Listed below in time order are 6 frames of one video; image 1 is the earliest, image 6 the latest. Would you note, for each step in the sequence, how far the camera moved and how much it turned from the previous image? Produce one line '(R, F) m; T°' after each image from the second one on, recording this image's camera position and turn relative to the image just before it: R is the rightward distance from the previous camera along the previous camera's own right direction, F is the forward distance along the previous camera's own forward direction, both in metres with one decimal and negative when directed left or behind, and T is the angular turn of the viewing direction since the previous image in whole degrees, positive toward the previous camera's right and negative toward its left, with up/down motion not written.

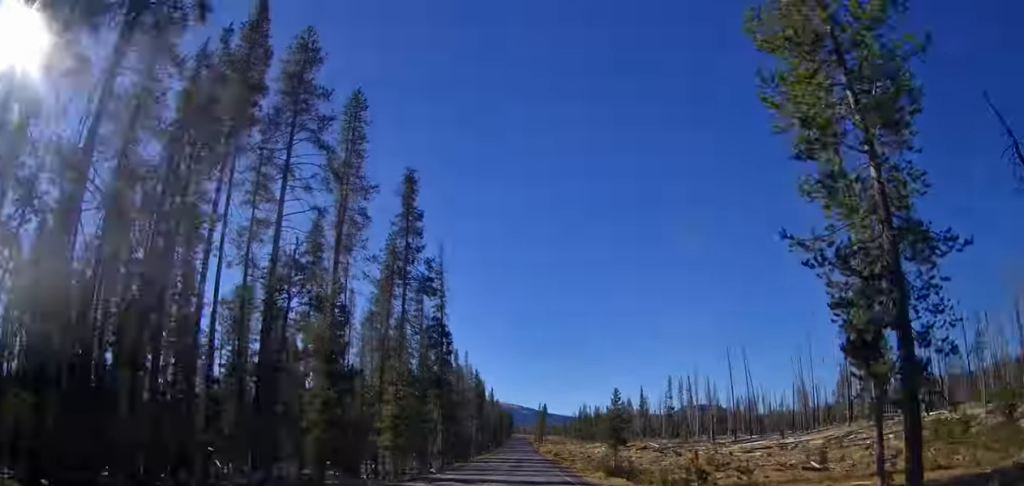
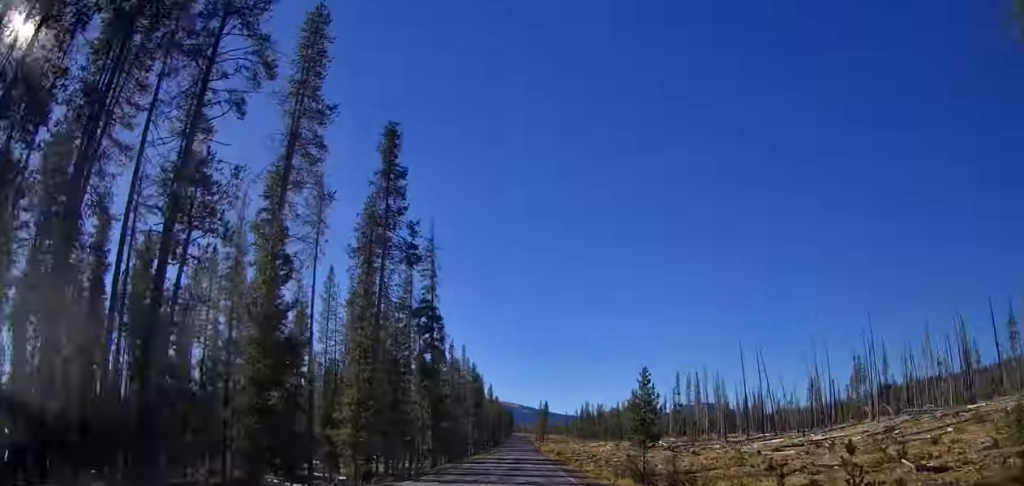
(-0.1, +8.6) m; +1°
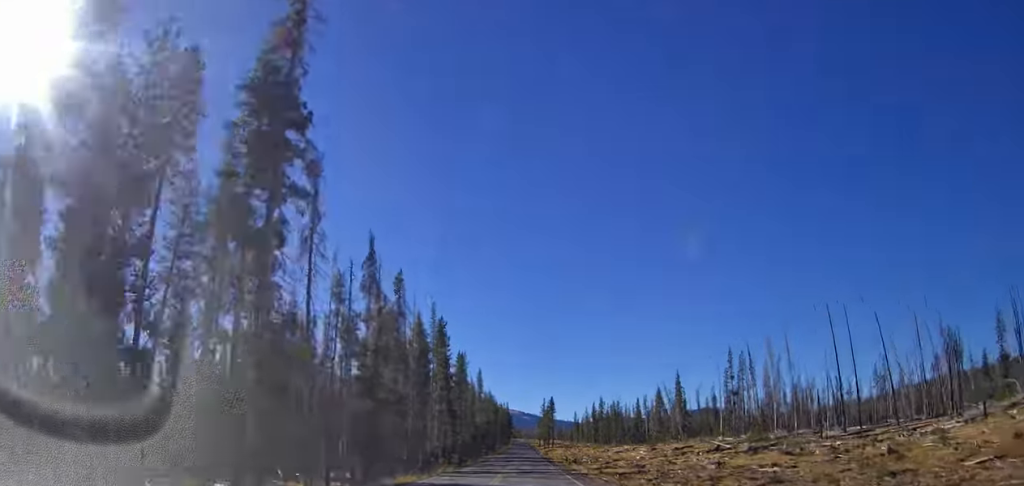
(+0.9, +45.1) m; +1°
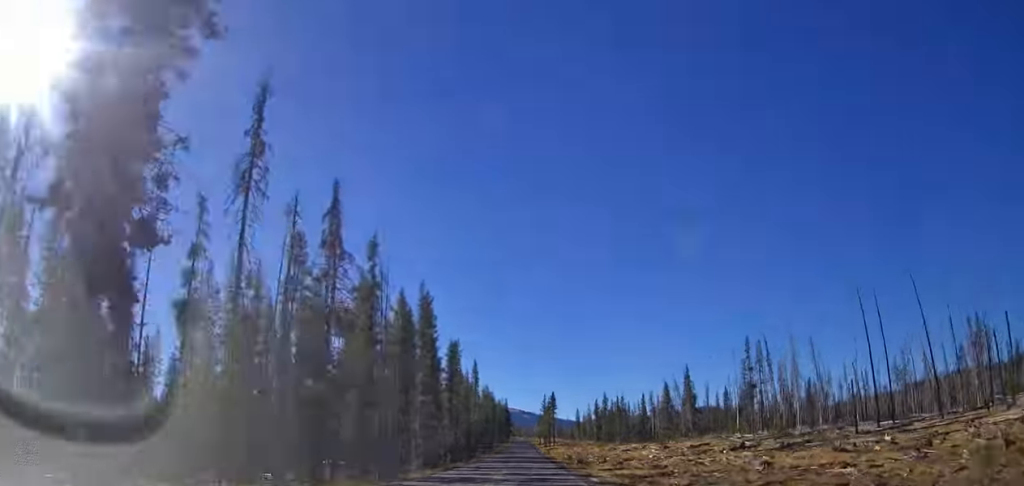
(-0.3, +10.7) m; -1°
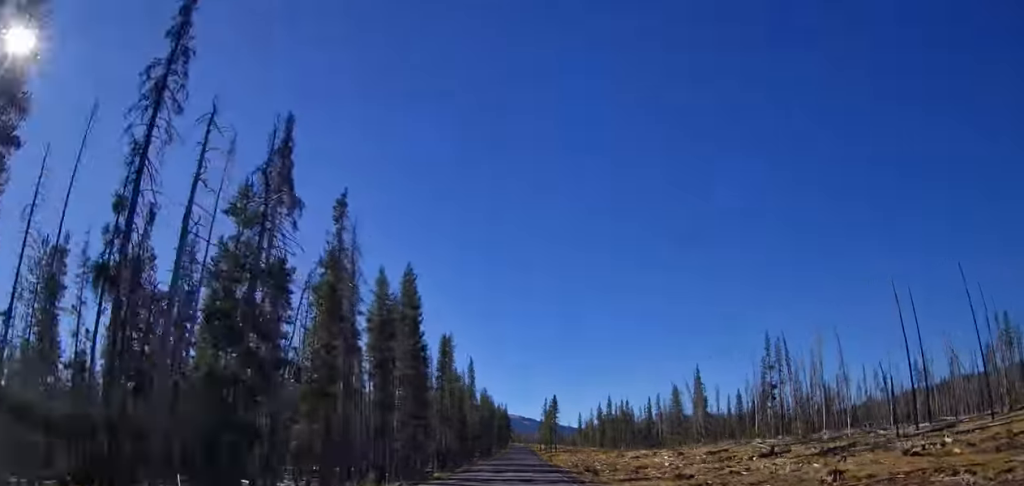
(+0.1, +10.0) m; 0°
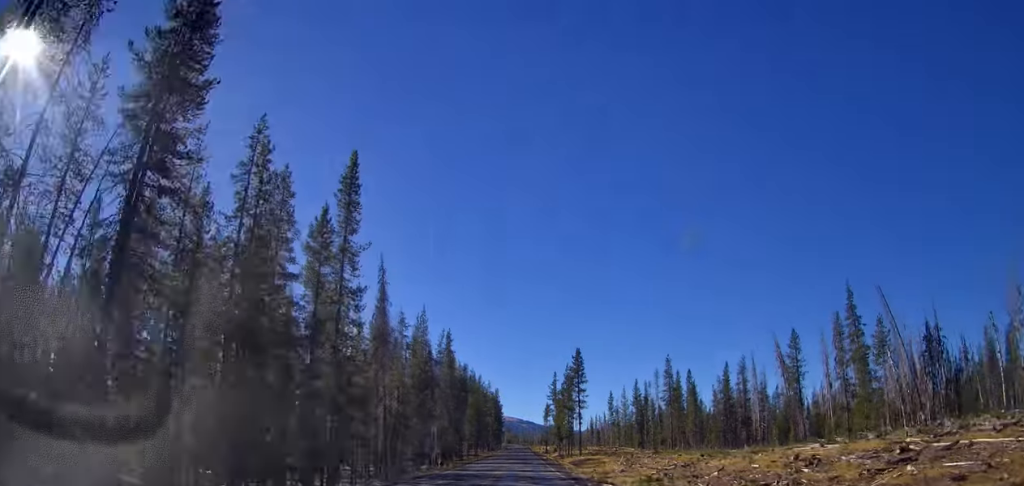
(+1.3, +77.3) m; +1°
